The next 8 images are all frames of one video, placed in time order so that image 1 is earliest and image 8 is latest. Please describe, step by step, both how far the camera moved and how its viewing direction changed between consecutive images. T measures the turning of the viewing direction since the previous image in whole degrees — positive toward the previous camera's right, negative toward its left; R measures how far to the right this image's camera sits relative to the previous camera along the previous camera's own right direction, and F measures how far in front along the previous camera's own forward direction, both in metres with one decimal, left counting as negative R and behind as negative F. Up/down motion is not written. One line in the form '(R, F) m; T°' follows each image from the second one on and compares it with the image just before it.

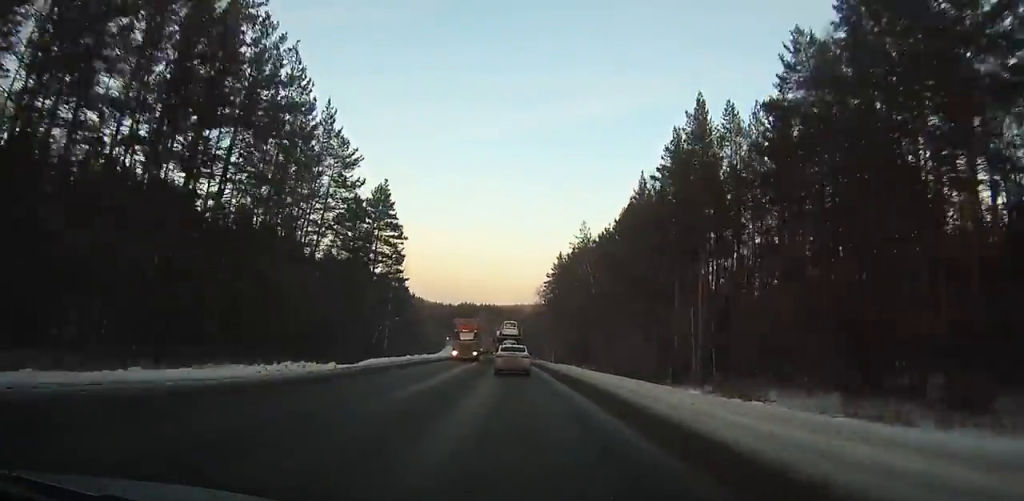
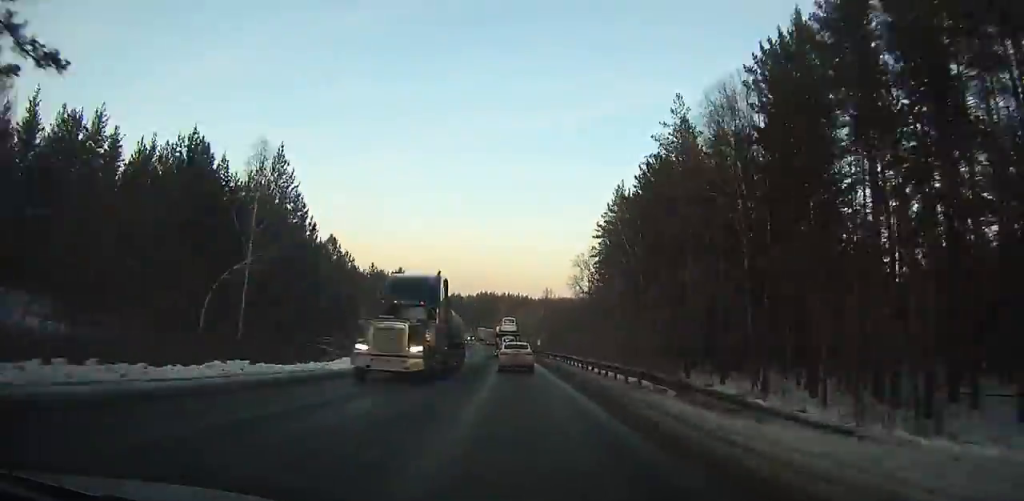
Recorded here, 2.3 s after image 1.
(-0.9, +59.7) m; -2°
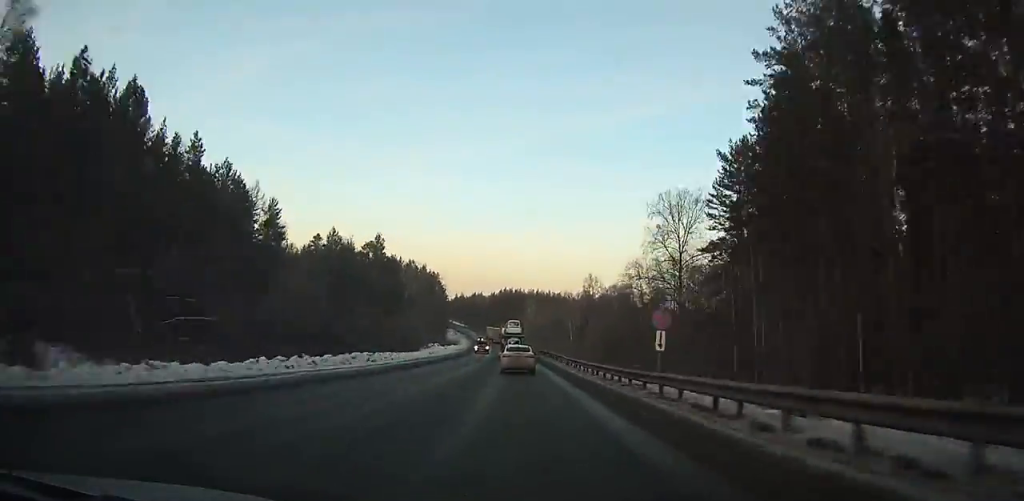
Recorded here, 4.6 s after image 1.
(-1.7, +60.8) m; -2°
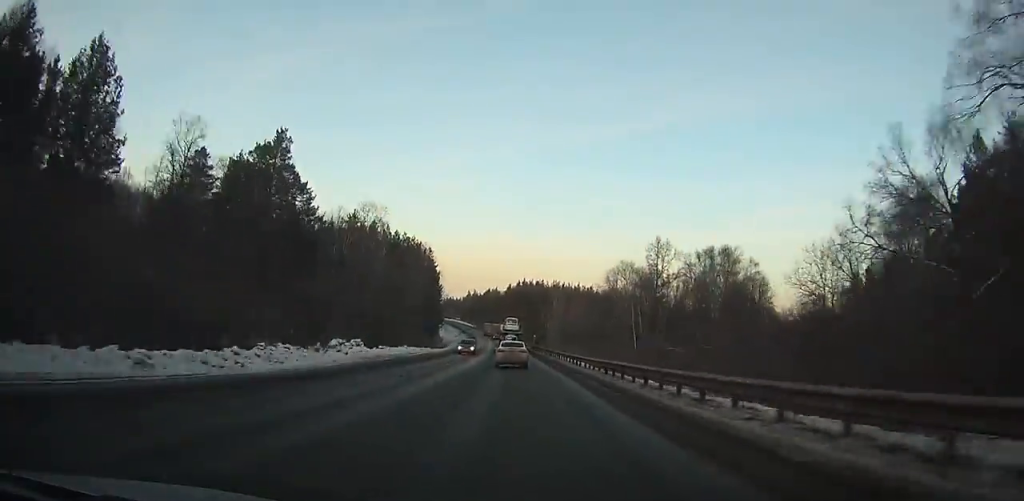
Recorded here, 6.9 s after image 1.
(-1.2, +61.5) m; -2°
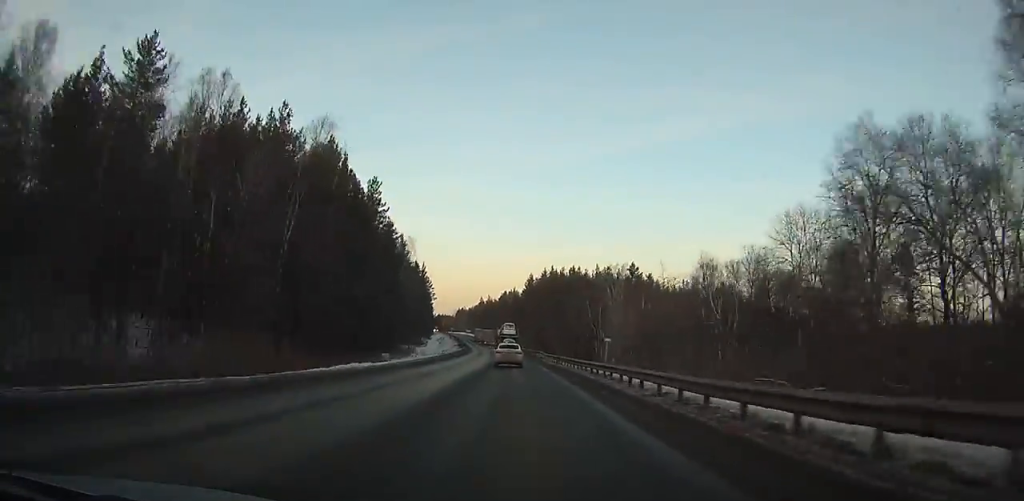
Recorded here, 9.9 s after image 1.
(-1.6, +80.7) m; -3°
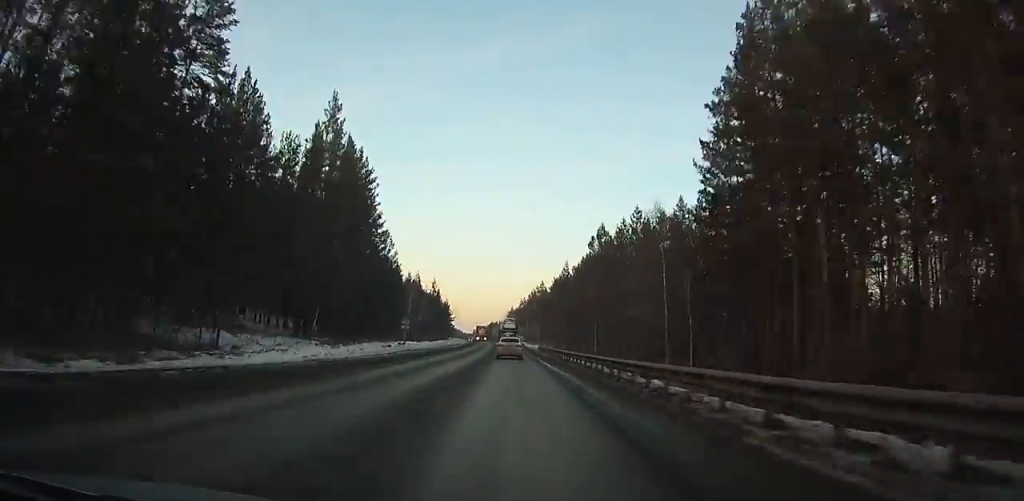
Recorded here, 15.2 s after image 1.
(-7.4, +139.1) m; -6°
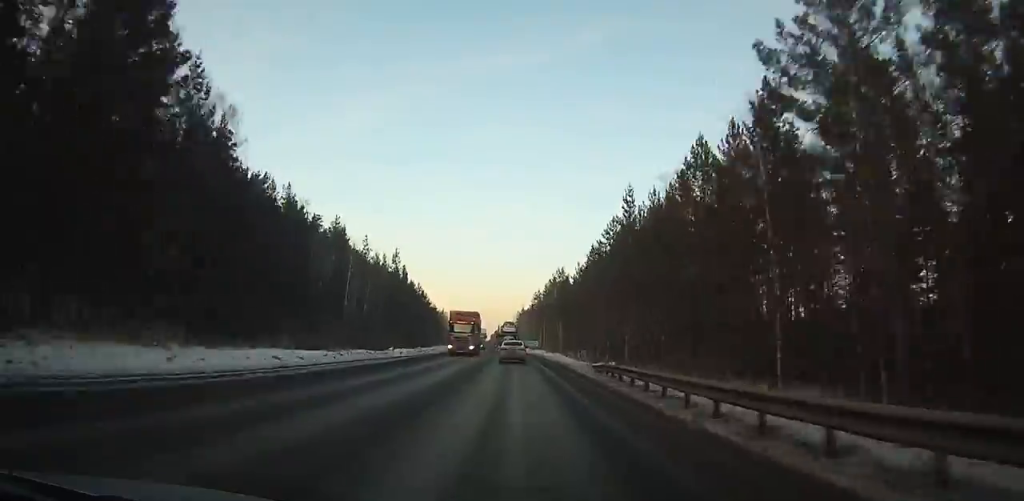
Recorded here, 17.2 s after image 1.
(-0.5, +50.6) m; -1°
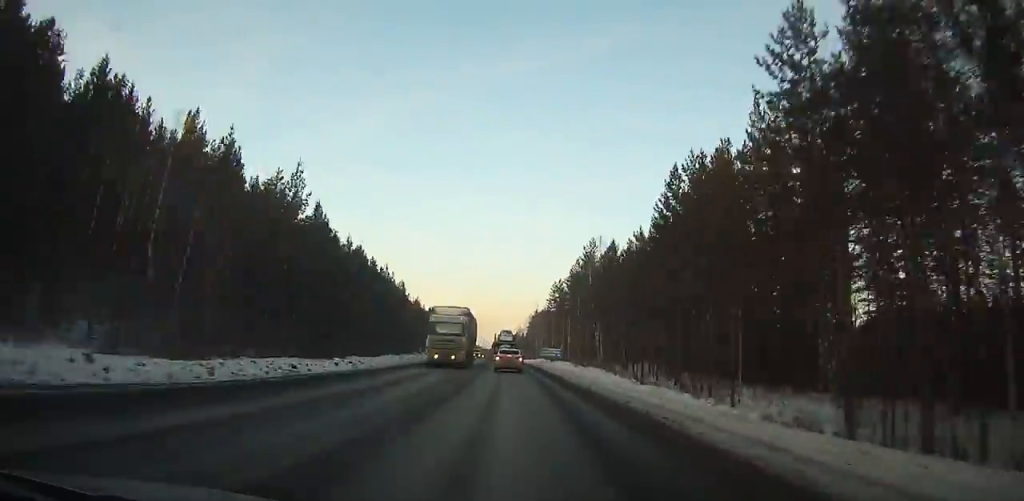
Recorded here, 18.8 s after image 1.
(-0.7, +38.7) m; -3°
